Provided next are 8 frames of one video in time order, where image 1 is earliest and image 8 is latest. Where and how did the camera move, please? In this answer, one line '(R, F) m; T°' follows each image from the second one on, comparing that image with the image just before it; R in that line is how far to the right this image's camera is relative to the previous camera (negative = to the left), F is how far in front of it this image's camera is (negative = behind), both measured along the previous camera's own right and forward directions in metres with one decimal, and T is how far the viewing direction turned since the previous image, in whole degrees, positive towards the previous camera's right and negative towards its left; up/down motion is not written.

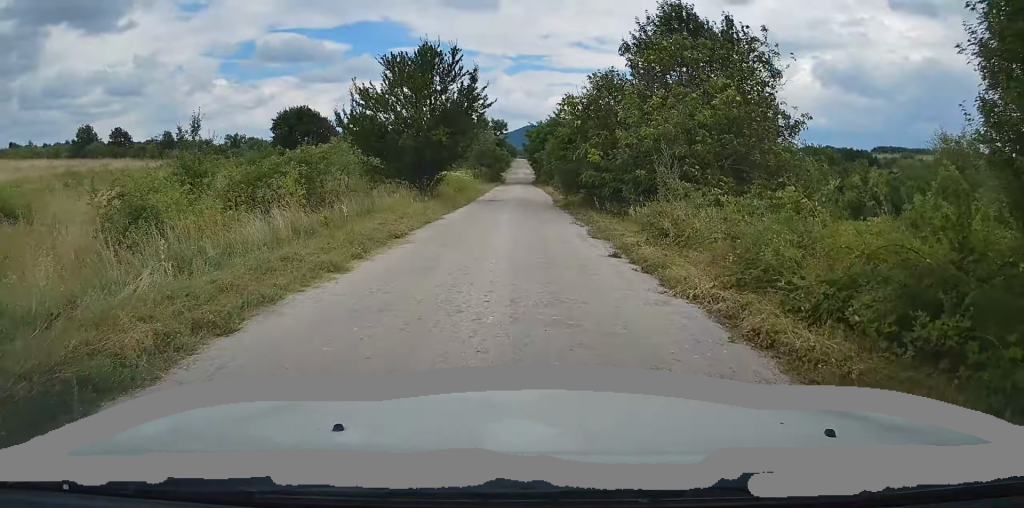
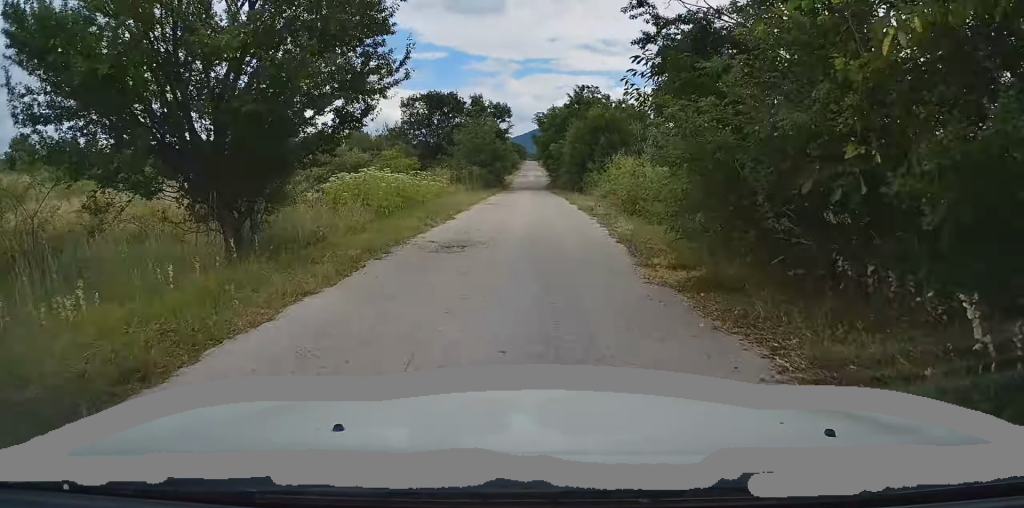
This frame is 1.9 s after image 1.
(+0.1, +19.8) m; +1°
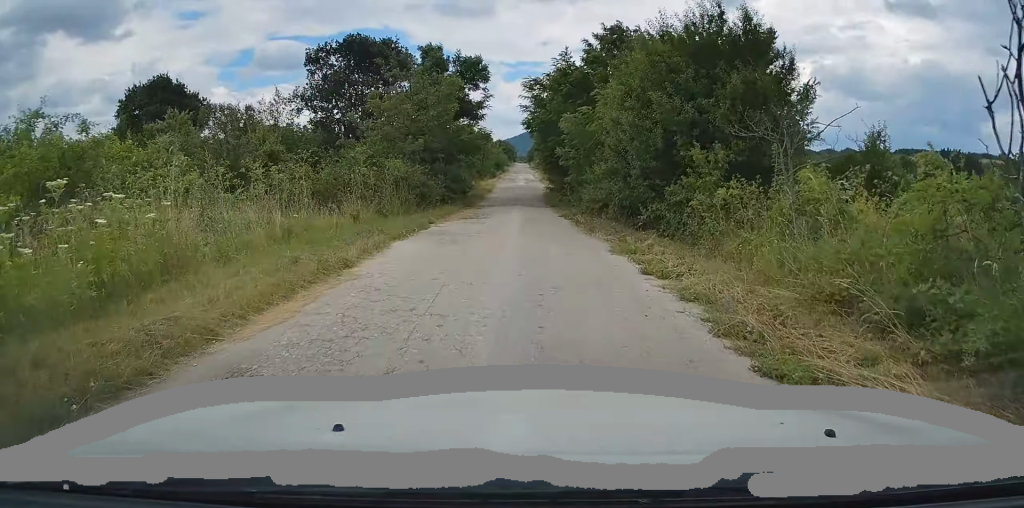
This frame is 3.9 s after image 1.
(0.0, +22.3) m; 0°
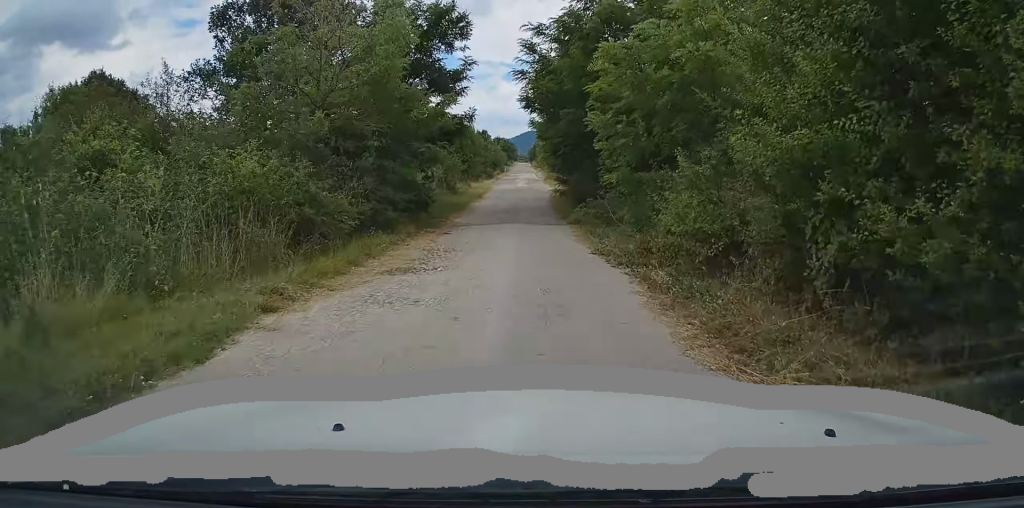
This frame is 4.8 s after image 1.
(0.0, +10.5) m; 0°
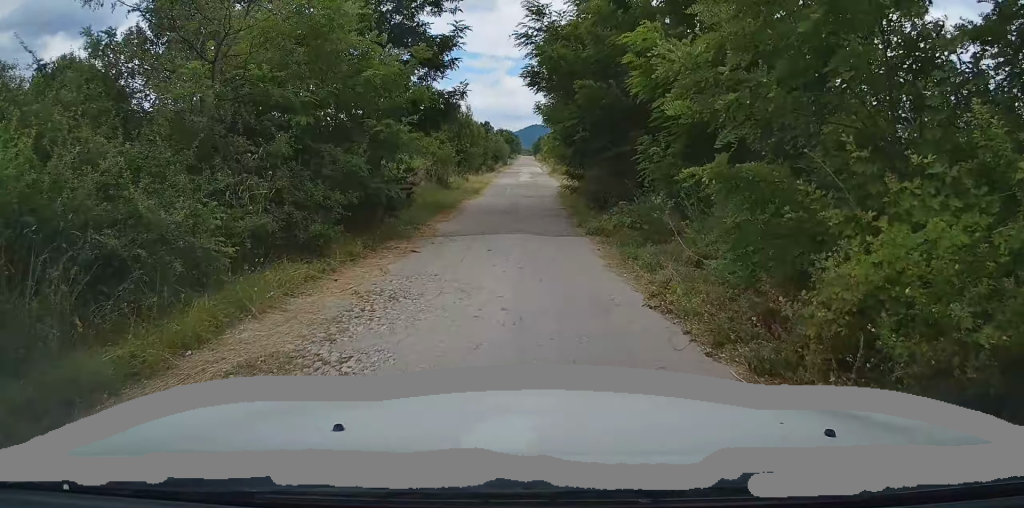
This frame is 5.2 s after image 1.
(0.0, +4.8) m; 0°
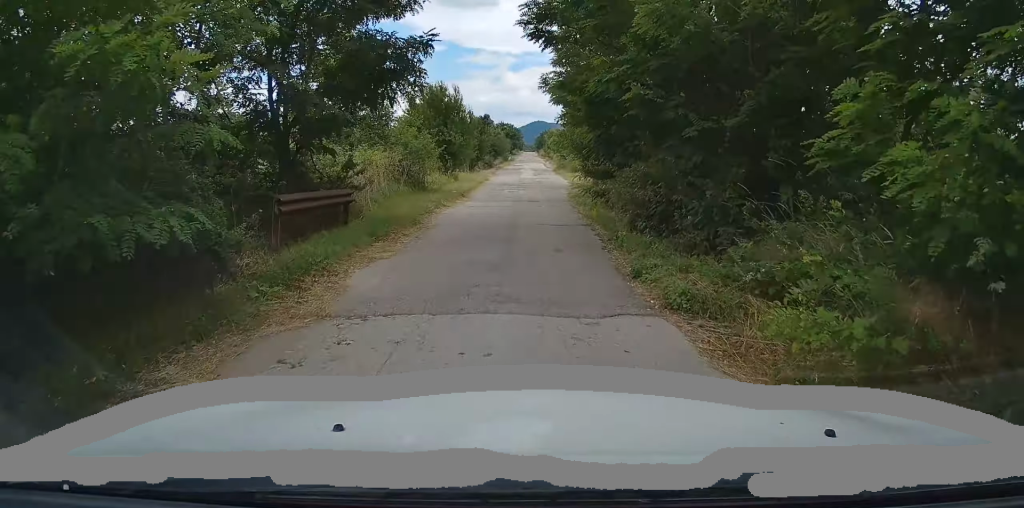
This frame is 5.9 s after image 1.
(-0.1, +7.1) m; -1°
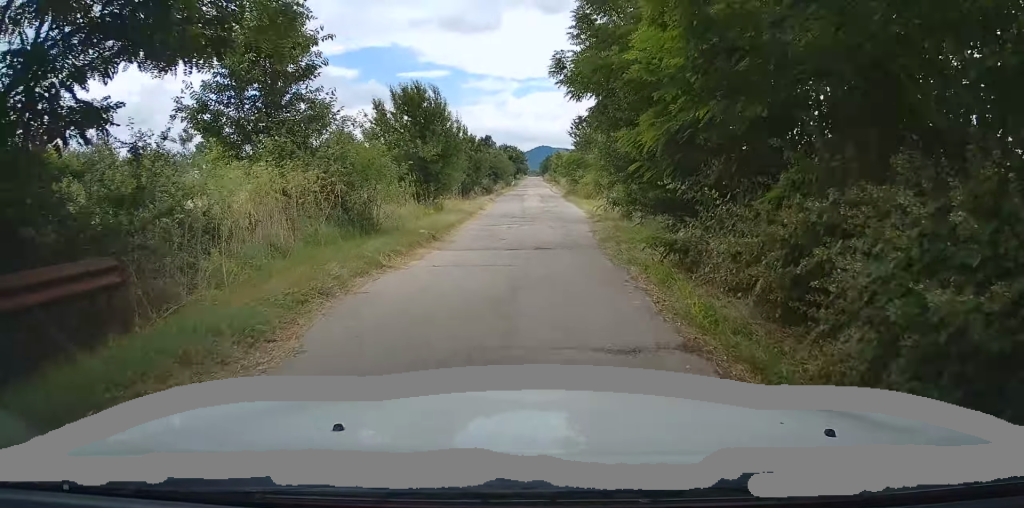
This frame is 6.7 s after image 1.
(0.0, +7.9) m; 0°
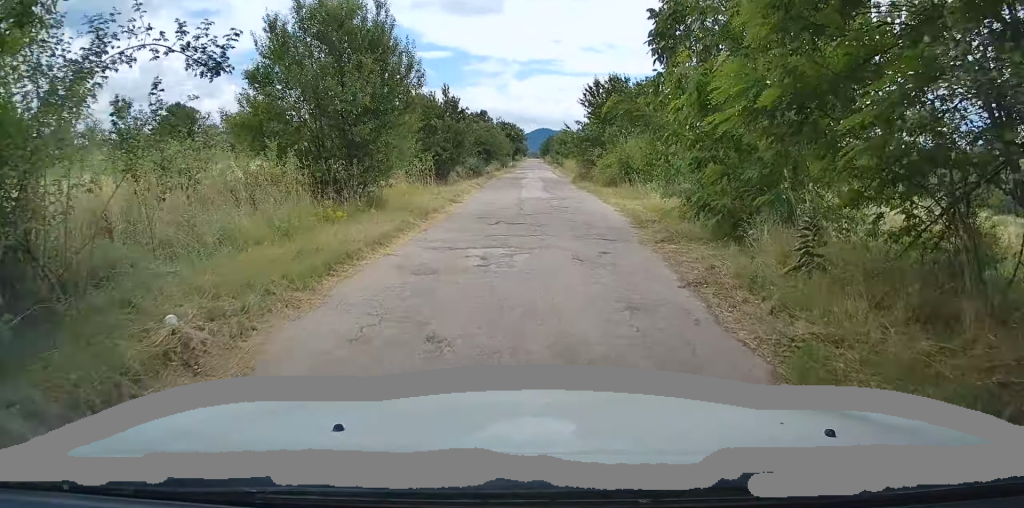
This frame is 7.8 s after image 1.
(+0.1, +10.8) m; +1°
